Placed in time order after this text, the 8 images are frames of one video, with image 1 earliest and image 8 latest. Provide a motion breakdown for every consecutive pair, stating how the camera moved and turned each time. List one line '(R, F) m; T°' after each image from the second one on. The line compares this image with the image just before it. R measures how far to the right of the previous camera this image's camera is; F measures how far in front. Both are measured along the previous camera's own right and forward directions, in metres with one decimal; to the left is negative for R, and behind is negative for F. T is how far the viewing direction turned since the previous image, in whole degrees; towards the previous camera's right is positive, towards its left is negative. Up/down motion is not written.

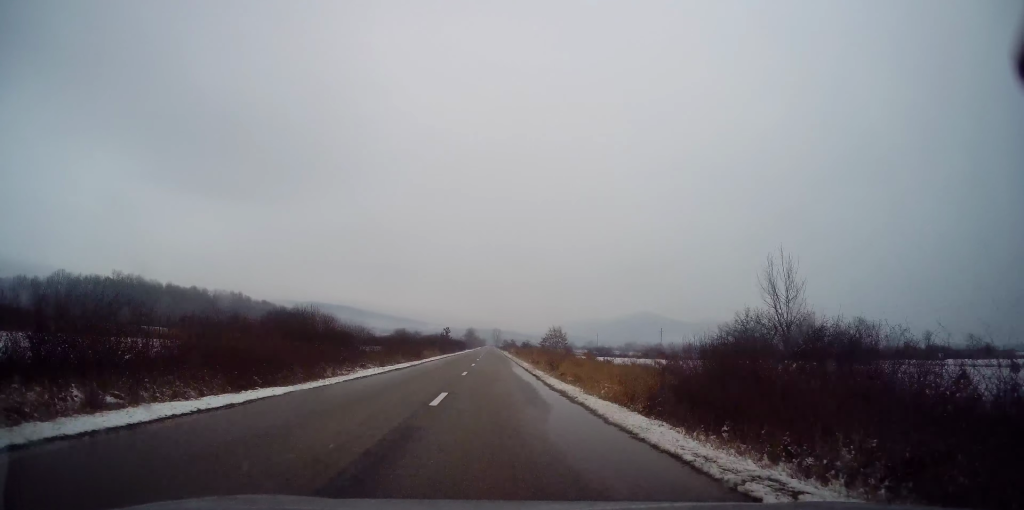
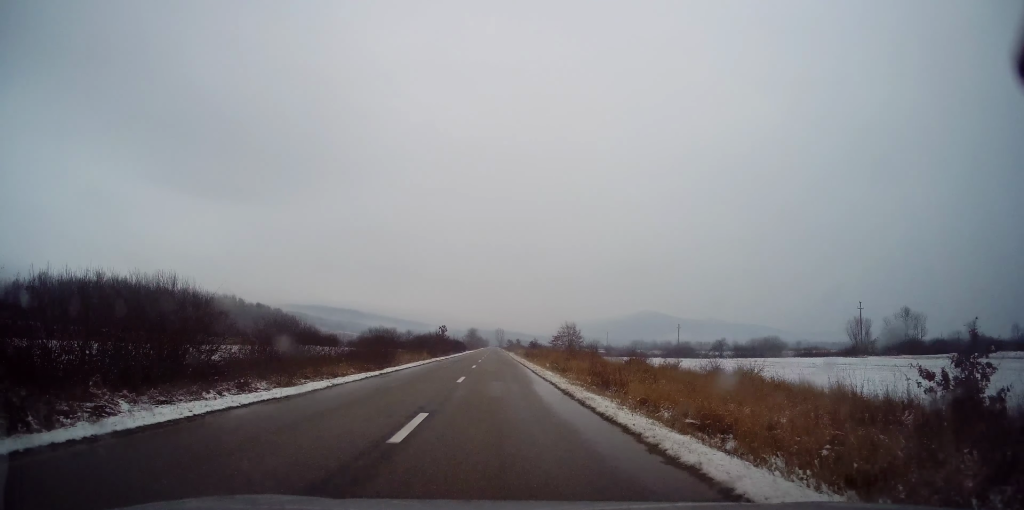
(0.0, +15.9) m; 0°
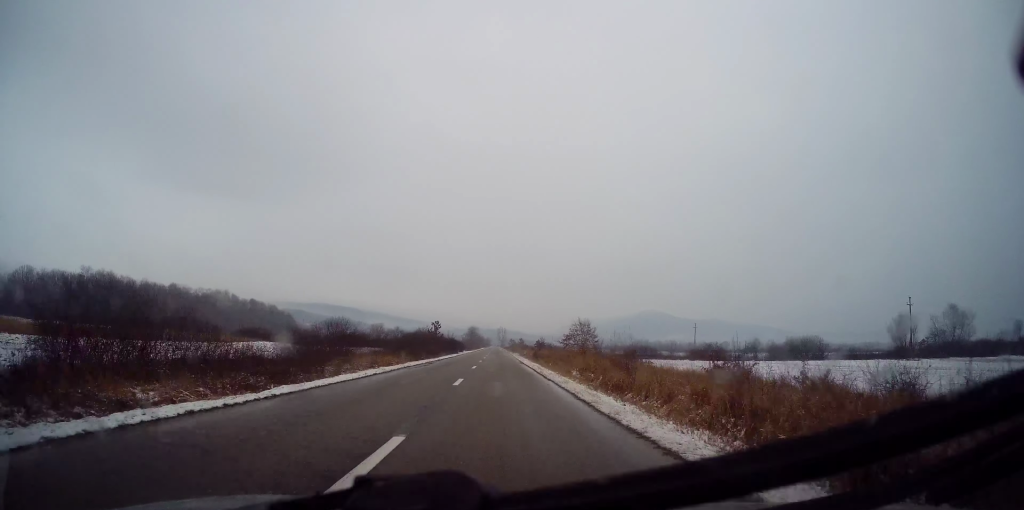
(-0.2, +14.2) m; 0°
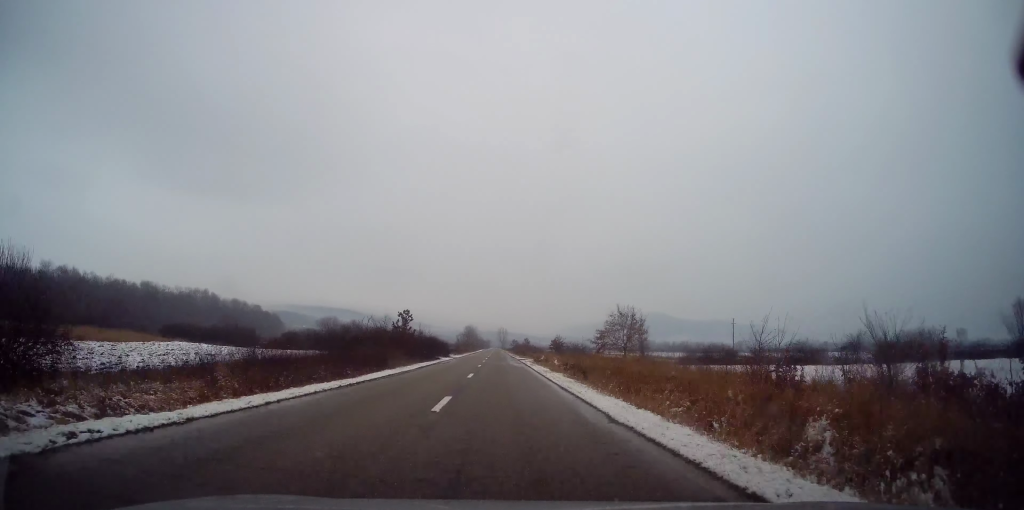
(+0.2, +29.3) m; +1°
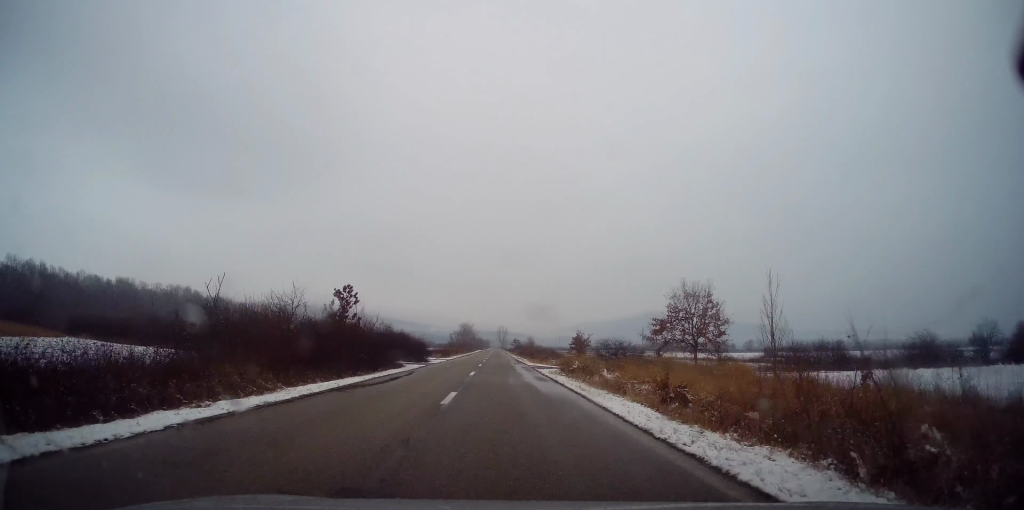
(+0.1, +22.2) m; 0°
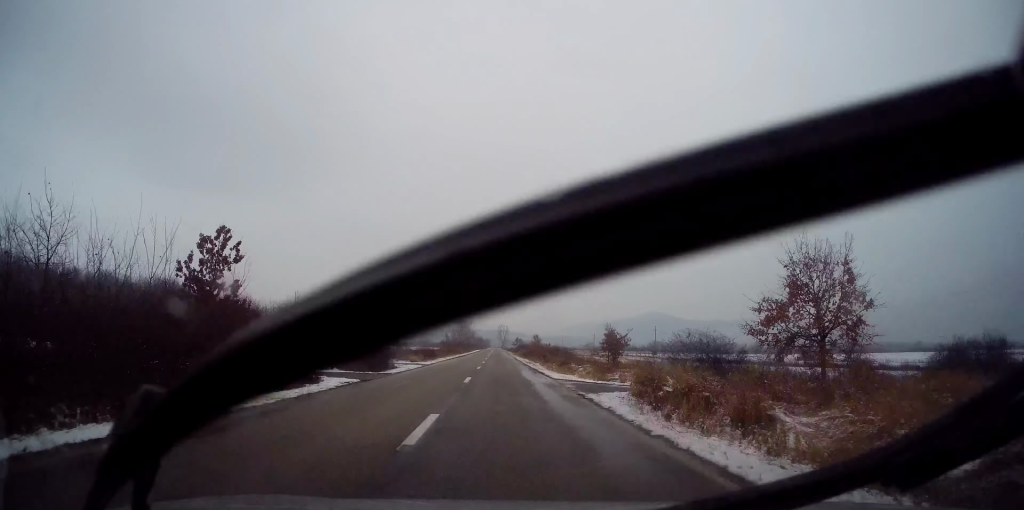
(-0.1, +16.6) m; 0°
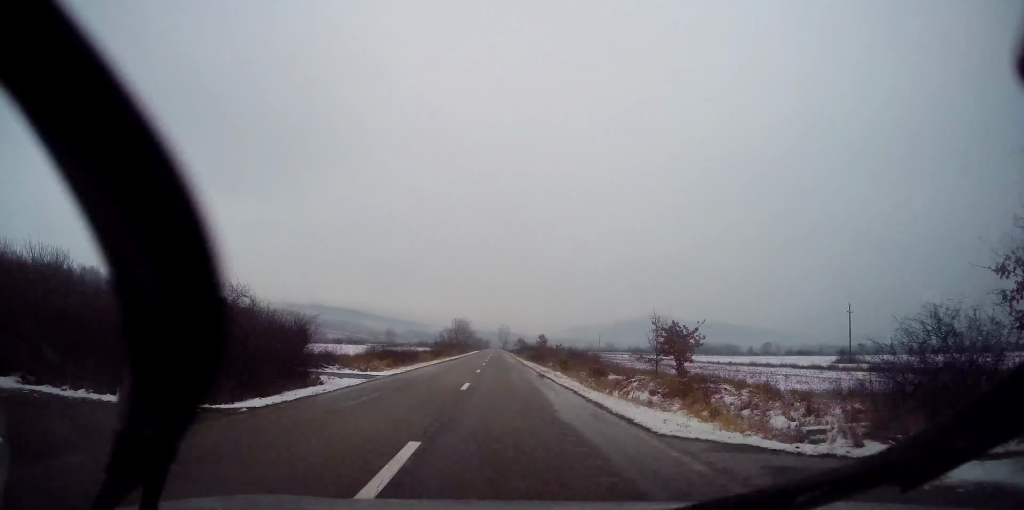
(0.0, +14.2) m; 0°
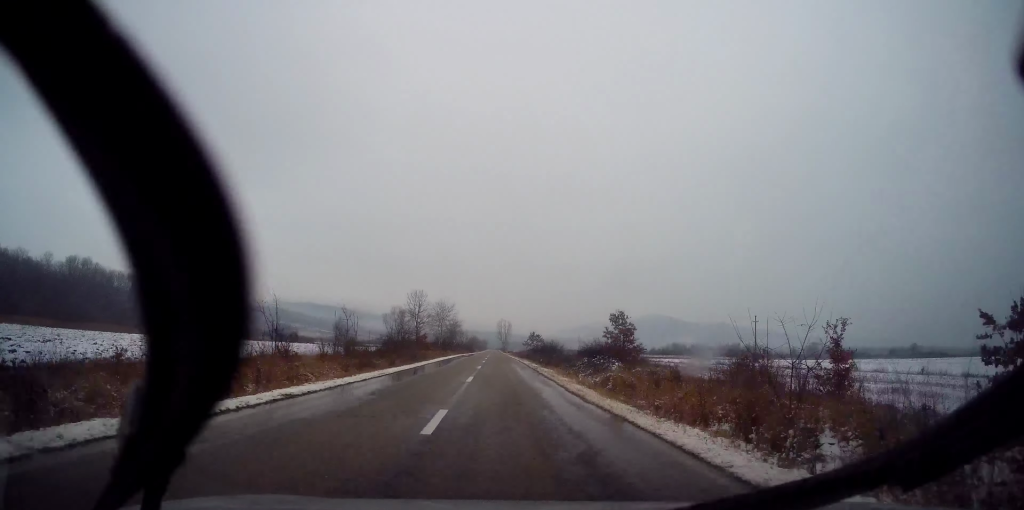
(-0.4, +66.2) m; 0°
